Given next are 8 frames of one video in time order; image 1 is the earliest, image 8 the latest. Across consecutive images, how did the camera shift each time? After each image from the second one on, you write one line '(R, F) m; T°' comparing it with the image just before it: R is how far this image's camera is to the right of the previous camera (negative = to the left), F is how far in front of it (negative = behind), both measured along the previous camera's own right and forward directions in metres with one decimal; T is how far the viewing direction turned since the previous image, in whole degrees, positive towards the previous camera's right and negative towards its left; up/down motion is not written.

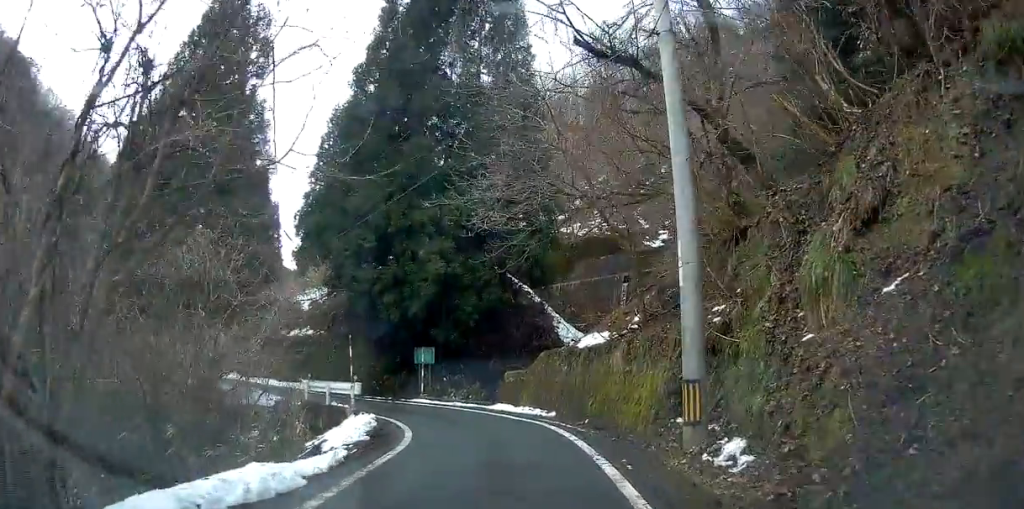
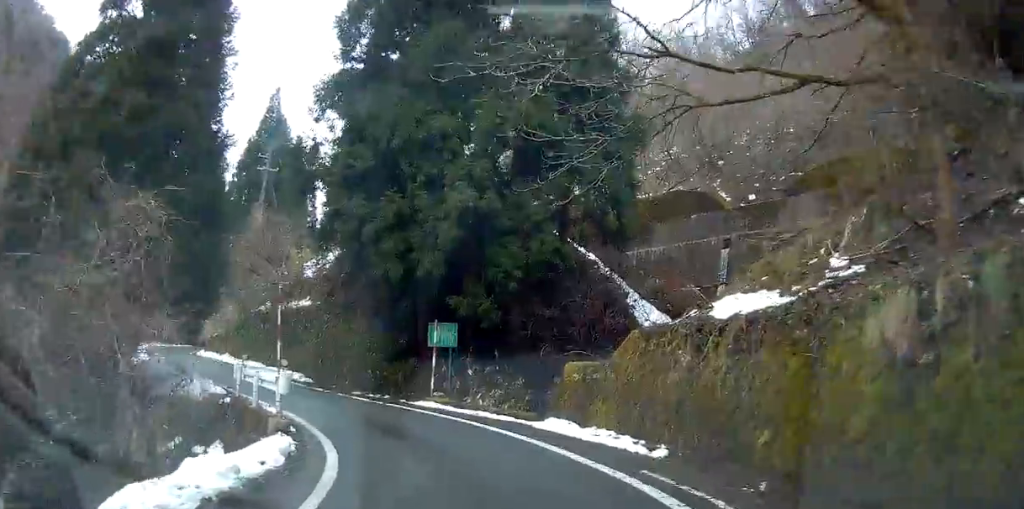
(-0.5, +9.3) m; -4°
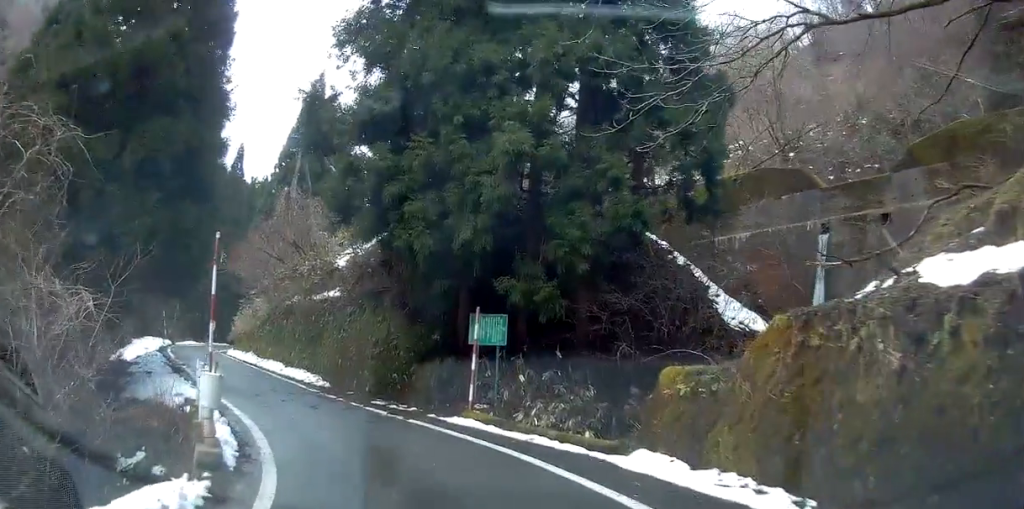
(0.0, +4.2) m; -12°
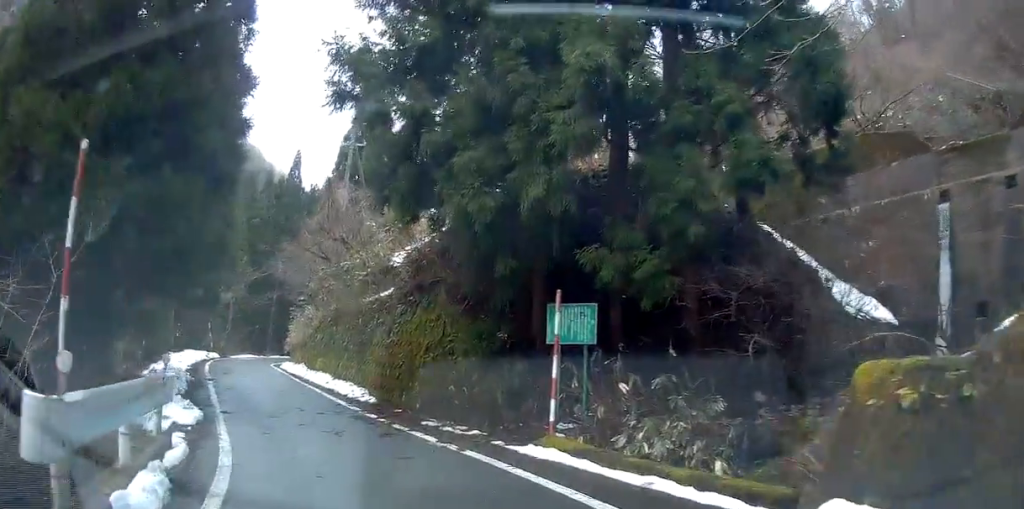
(-0.6, +3.5) m; -9°
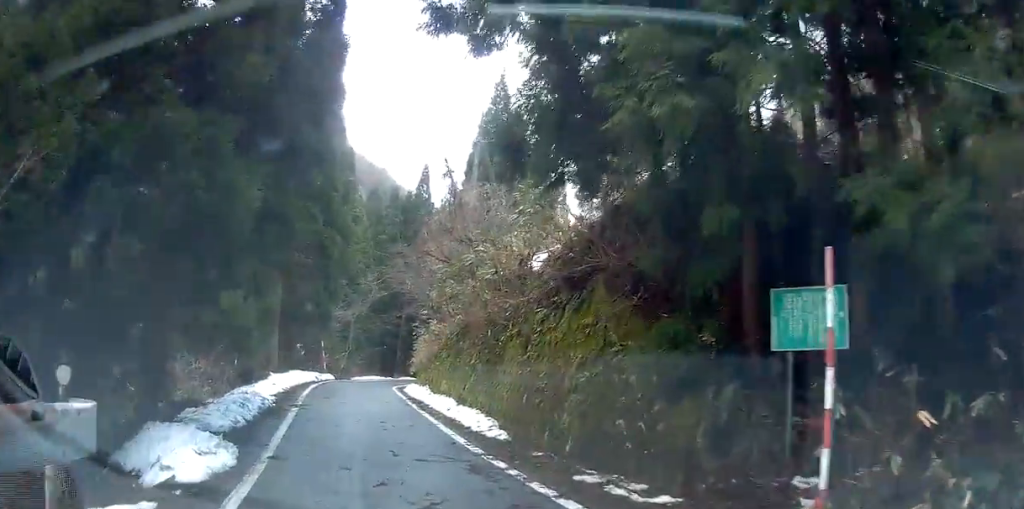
(-0.5, +4.2) m; -8°
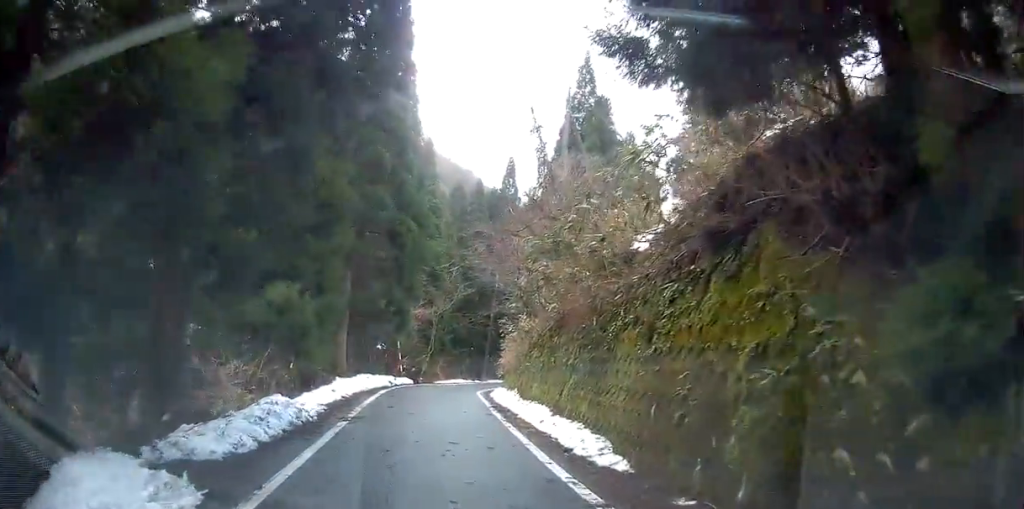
(+0.3, +3.2) m; -4°
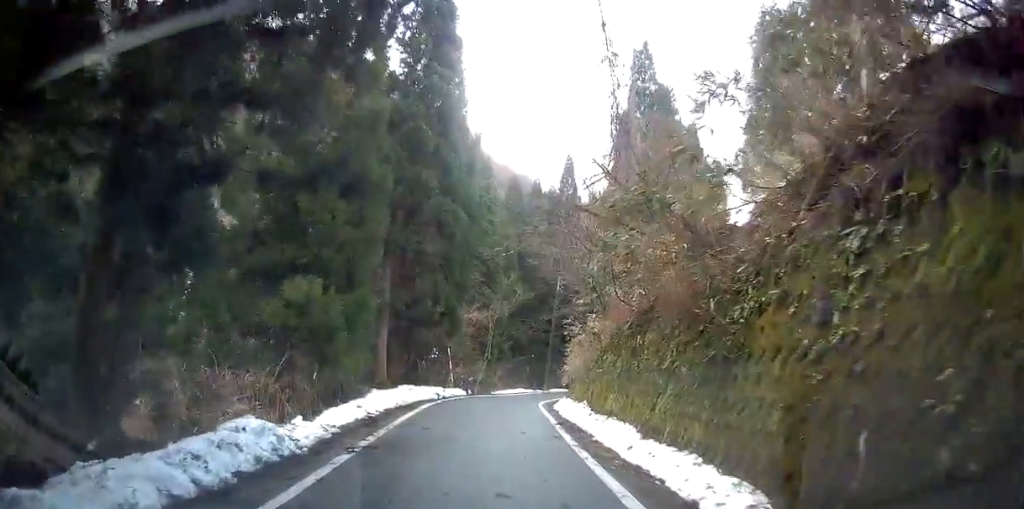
(-0.5, +3.7) m; -6°
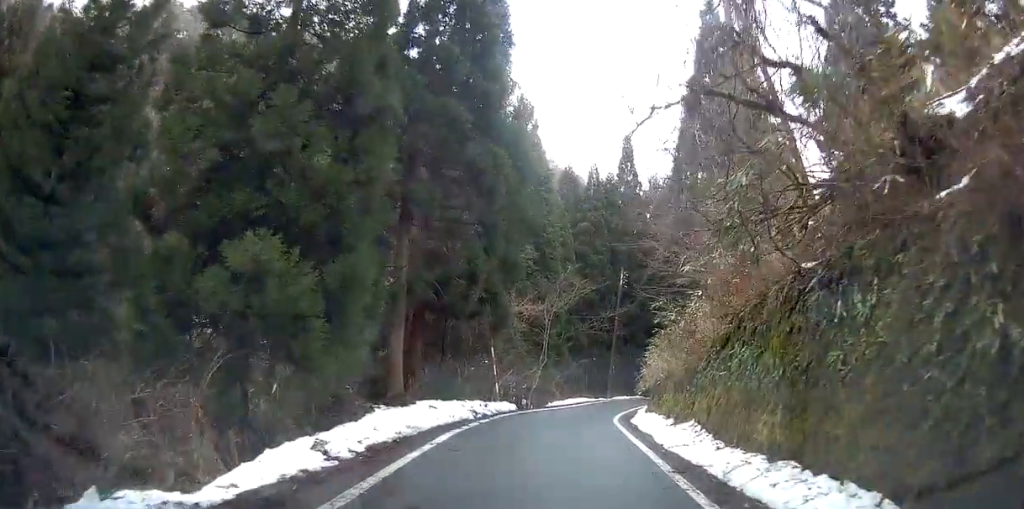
(-0.5, +6.8) m; -3°
